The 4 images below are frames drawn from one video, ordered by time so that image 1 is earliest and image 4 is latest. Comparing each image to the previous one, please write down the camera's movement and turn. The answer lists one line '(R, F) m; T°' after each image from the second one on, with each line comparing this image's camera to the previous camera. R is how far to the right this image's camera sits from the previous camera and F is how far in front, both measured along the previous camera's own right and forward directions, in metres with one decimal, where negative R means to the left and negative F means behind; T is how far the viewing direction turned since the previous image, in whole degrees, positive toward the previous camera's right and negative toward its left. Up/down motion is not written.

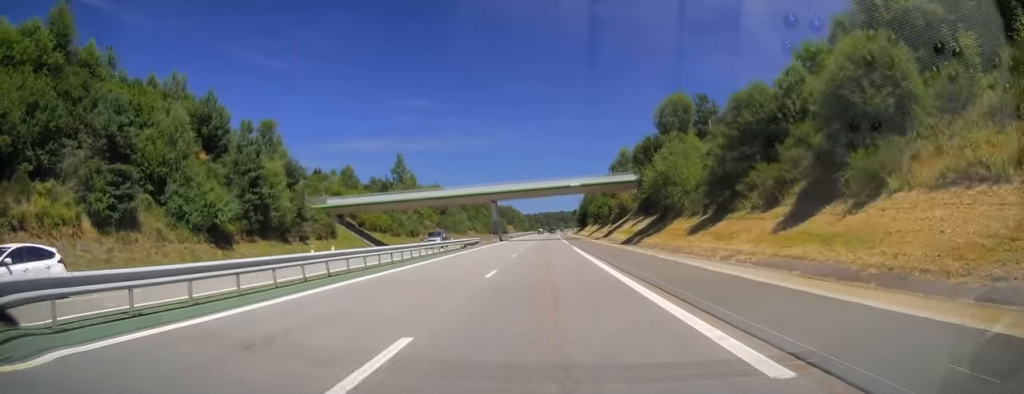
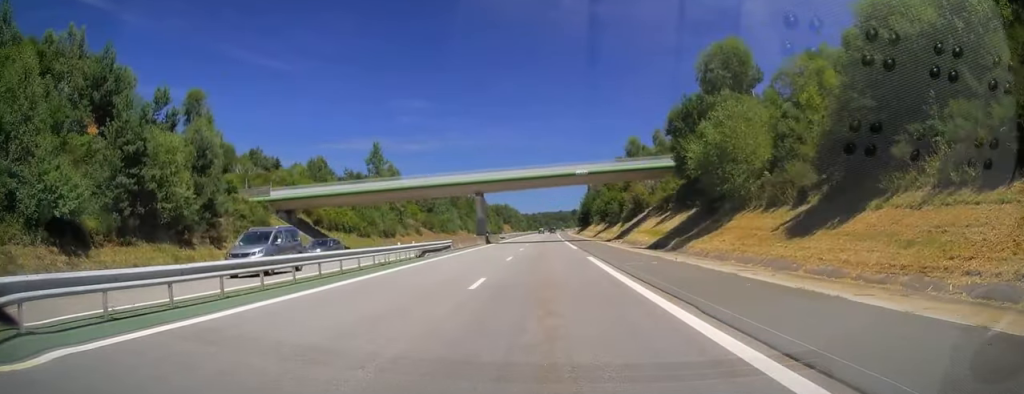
(0.0, +16.7) m; 0°
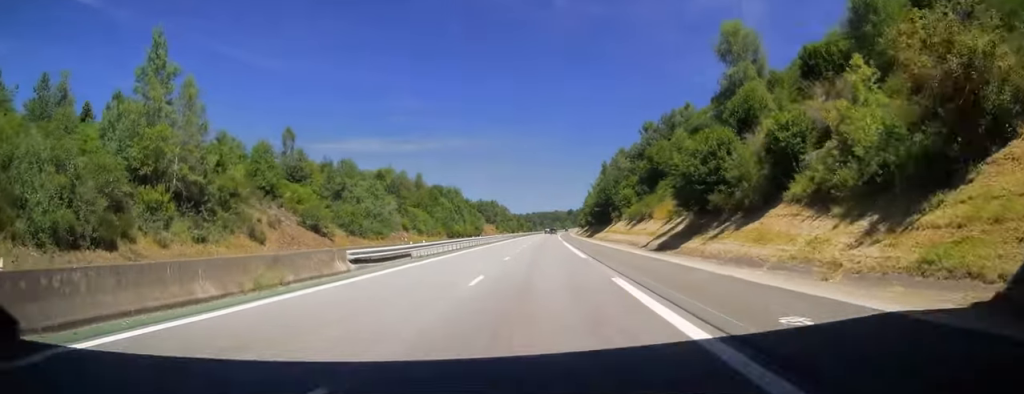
(+0.5, +63.9) m; +1°
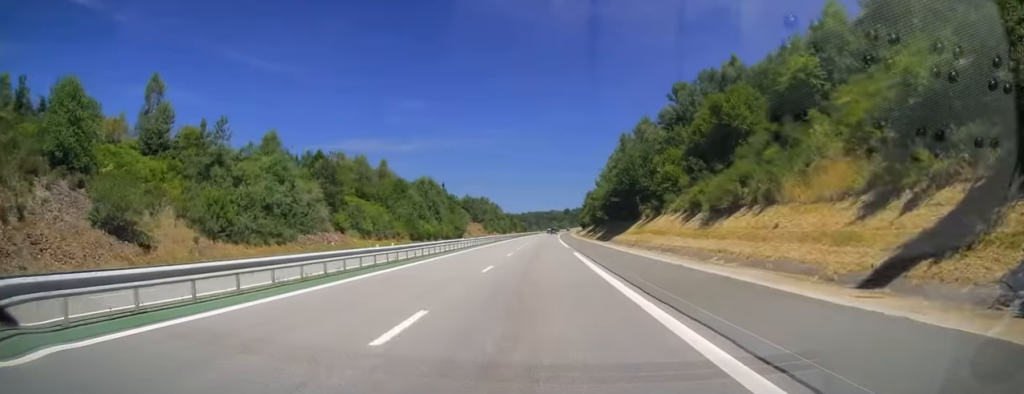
(-0.1, +33.9) m; 0°
